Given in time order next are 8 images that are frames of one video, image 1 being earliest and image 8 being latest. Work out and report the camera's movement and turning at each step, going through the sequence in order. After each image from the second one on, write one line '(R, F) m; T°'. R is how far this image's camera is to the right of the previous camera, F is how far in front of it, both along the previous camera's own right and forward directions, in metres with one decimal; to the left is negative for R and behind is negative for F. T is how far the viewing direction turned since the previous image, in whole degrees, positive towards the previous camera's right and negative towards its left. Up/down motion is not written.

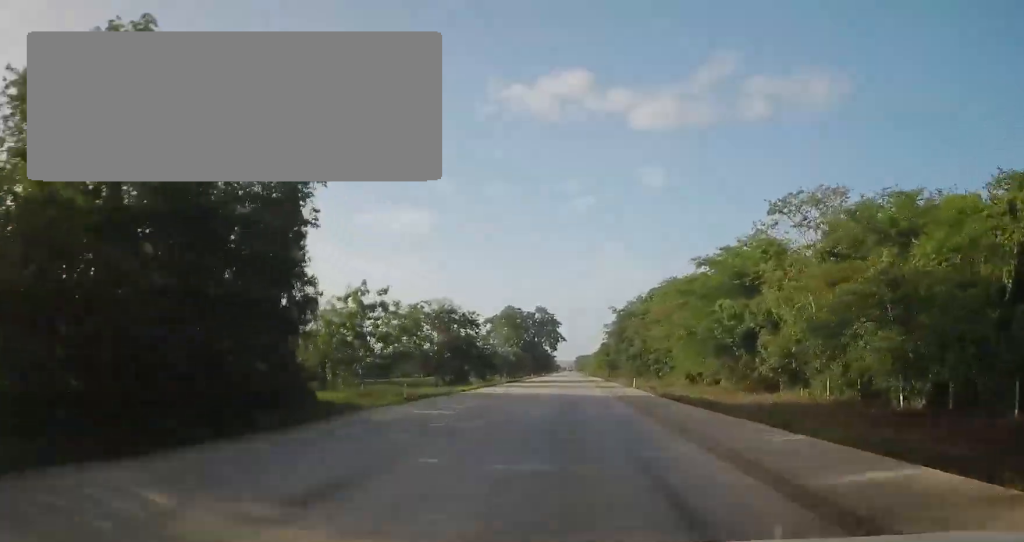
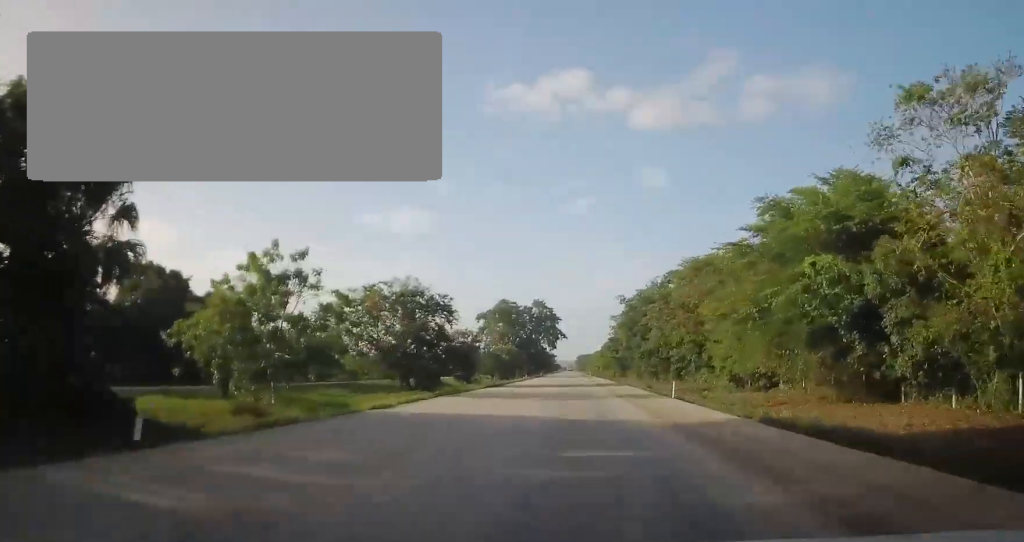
(0.0, +16.1) m; 0°
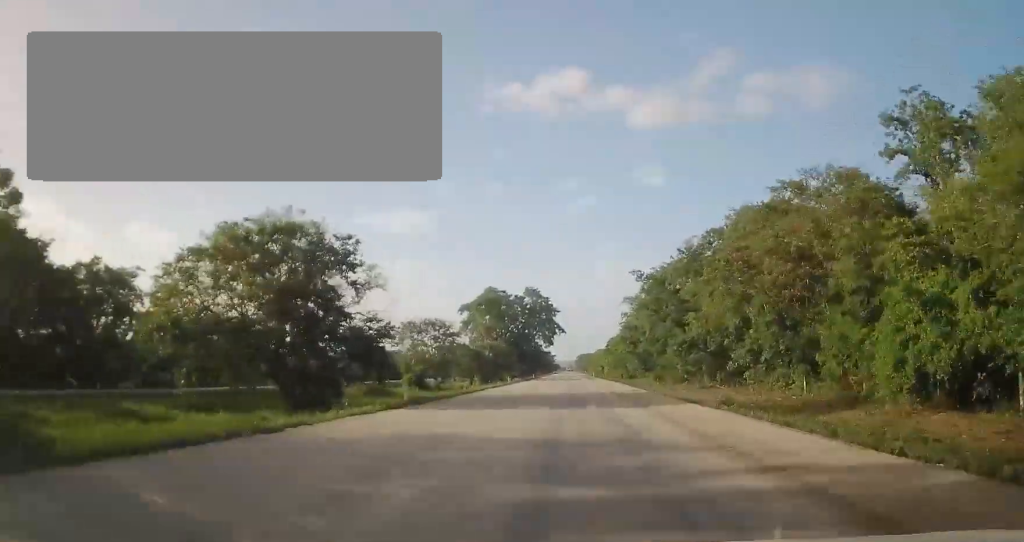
(0.0, +24.4) m; 0°
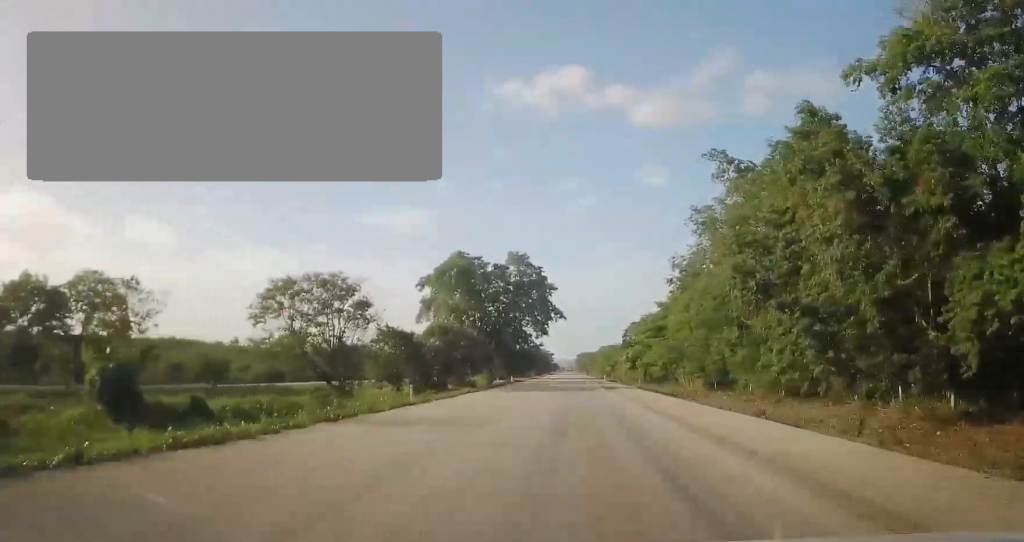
(0.0, +40.0) m; 0°
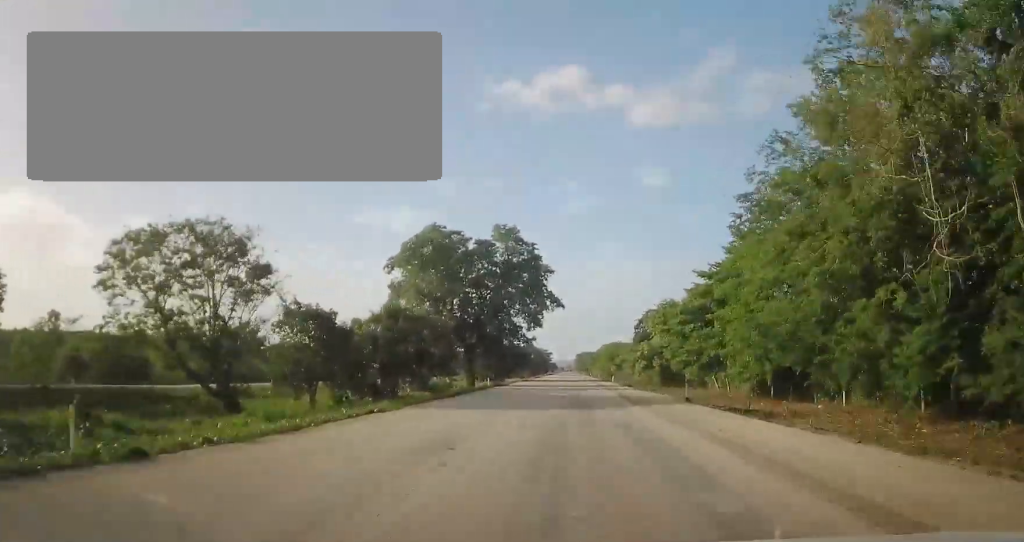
(+0.1, +17.9) m; 0°
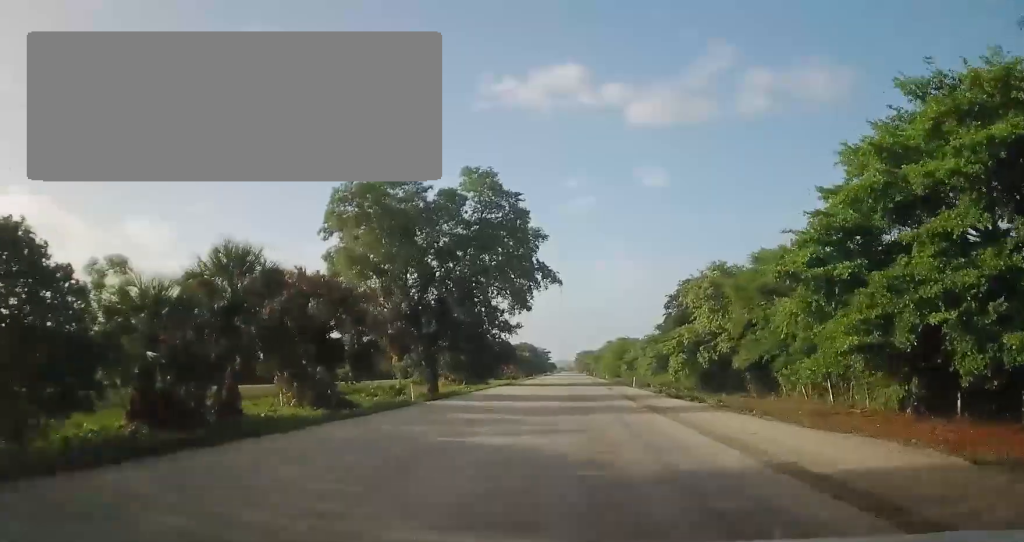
(-0.1, +22.9) m; +1°
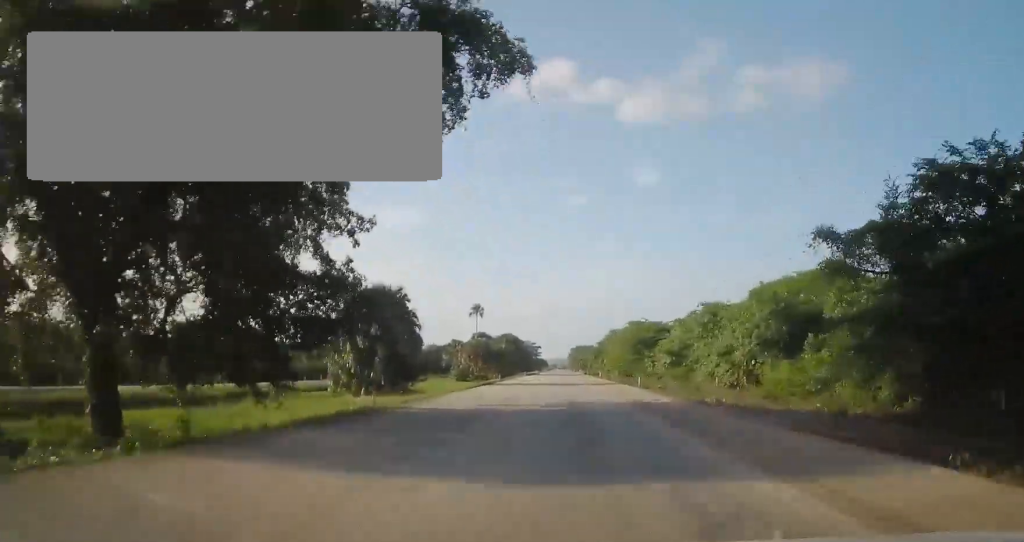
(+0.4, +43.7) m; 0°
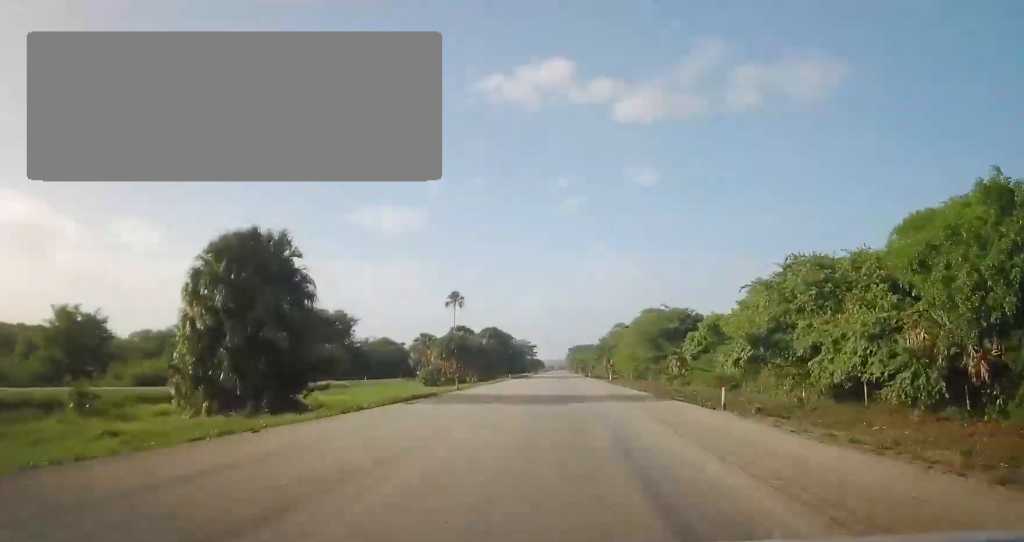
(-0.3, +22.3) m; 0°
